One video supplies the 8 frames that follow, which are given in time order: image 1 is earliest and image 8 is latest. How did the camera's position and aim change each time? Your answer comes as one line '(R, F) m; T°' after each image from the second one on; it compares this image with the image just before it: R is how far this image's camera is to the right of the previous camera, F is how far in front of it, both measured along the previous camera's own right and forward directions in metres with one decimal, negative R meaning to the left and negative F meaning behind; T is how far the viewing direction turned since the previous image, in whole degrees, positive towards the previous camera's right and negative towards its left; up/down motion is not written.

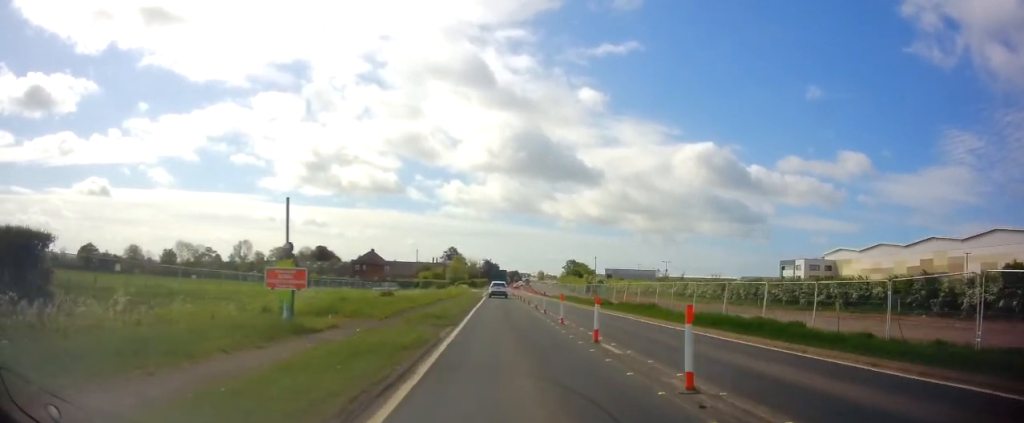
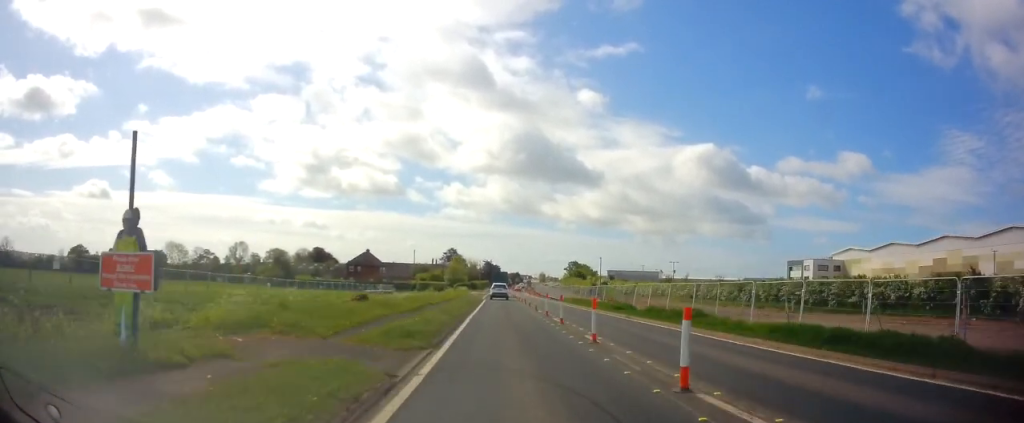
(-0.1, +6.2) m; 0°
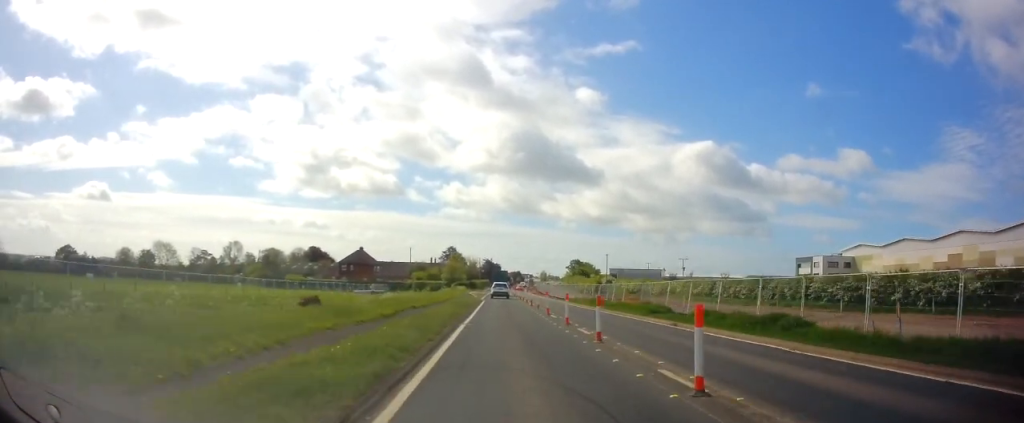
(0.0, +7.1) m; 0°
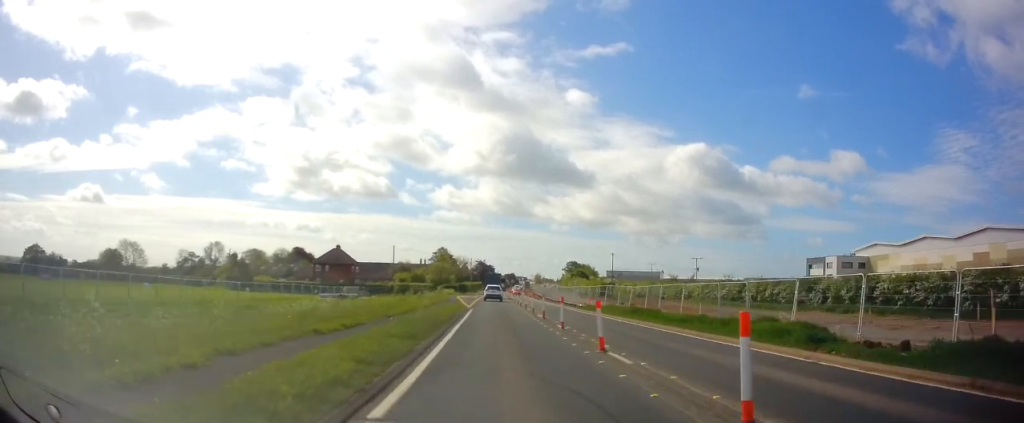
(0.0, +14.3) m; +1°
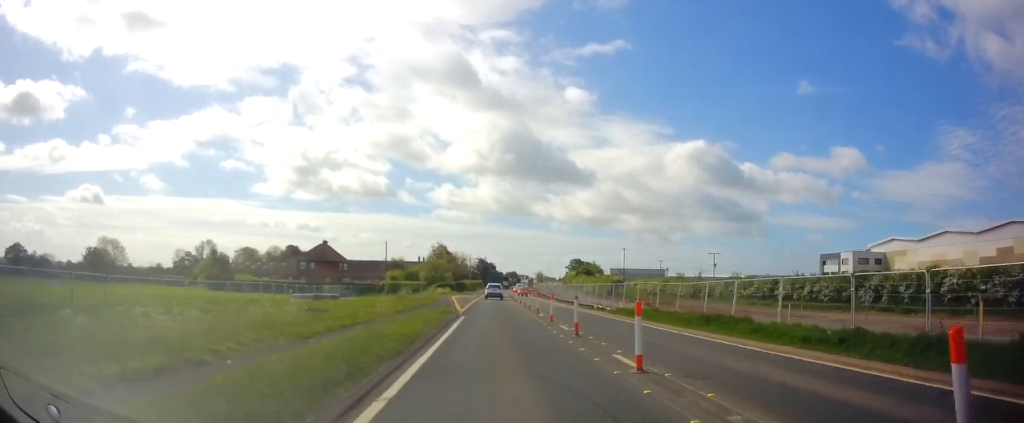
(+0.1, +9.7) m; -1°
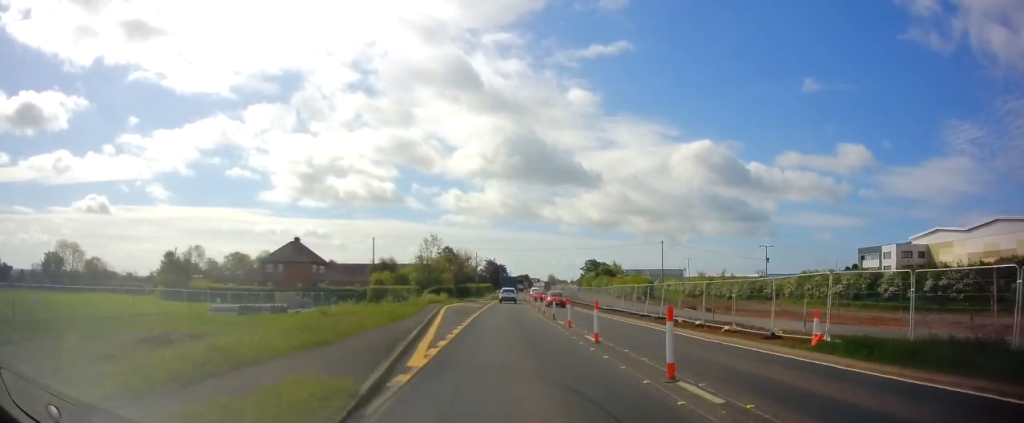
(-0.4, +20.1) m; -2°
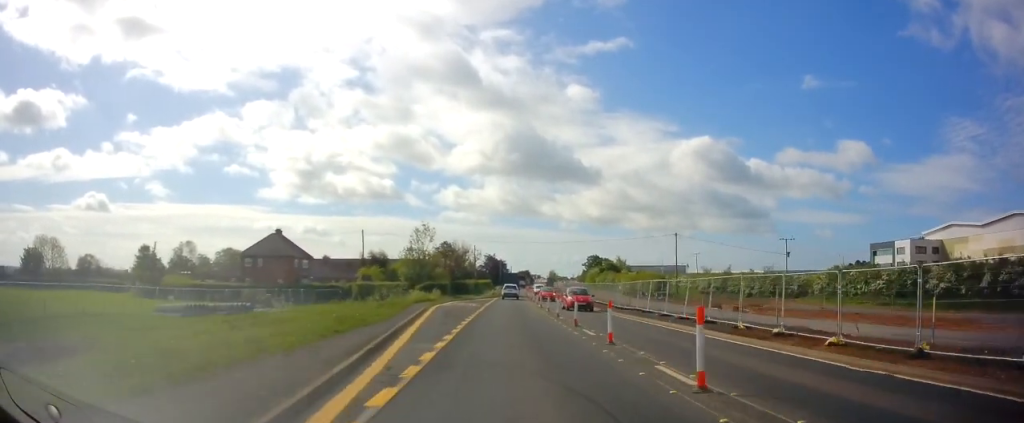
(0.0, +7.4) m; 0°
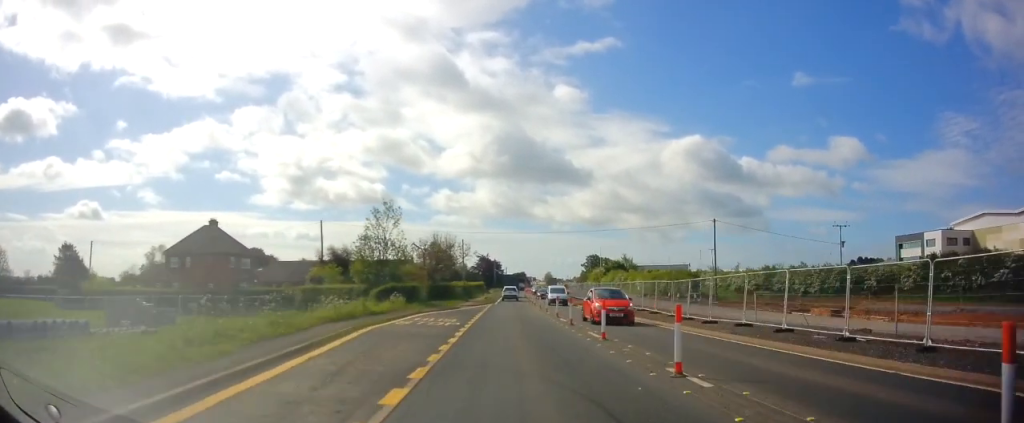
(+0.2, +17.5) m; +2°
